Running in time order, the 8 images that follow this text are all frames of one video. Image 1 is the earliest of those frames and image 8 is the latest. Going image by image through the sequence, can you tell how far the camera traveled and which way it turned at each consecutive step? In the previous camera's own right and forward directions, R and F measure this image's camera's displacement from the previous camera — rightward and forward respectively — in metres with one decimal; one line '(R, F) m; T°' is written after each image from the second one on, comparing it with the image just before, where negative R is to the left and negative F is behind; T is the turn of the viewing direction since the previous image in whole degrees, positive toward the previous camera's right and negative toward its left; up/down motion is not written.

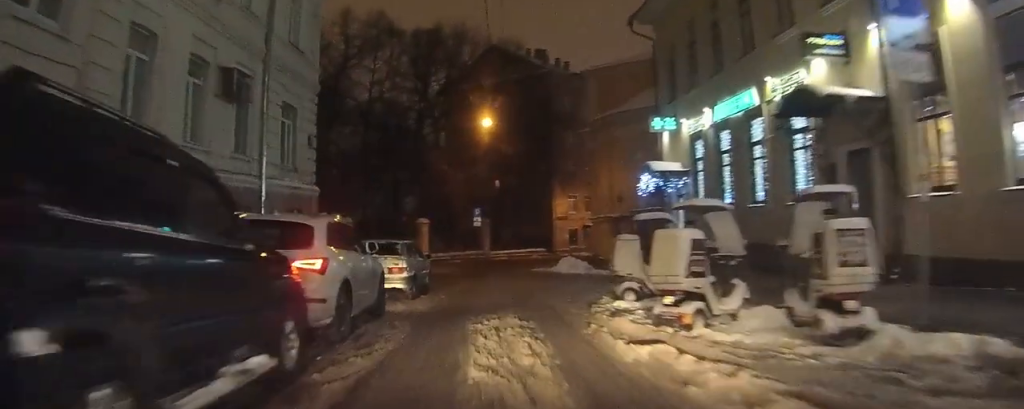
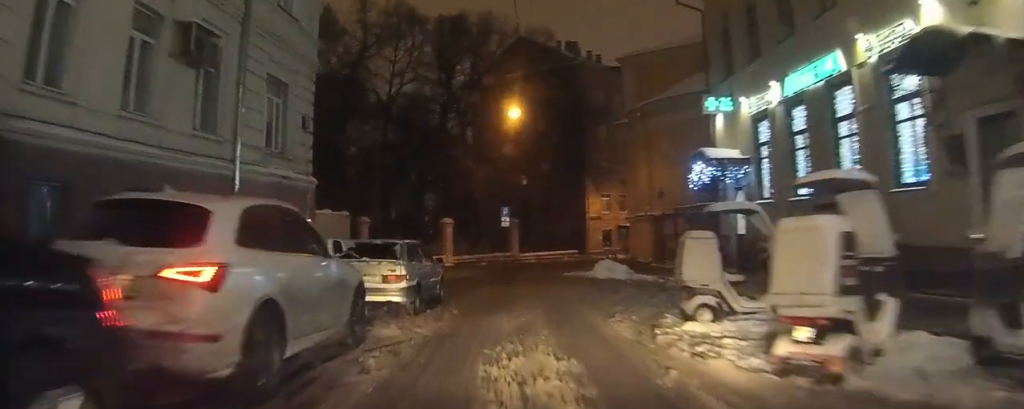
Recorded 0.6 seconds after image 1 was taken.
(-0.1, +2.3) m; -7°
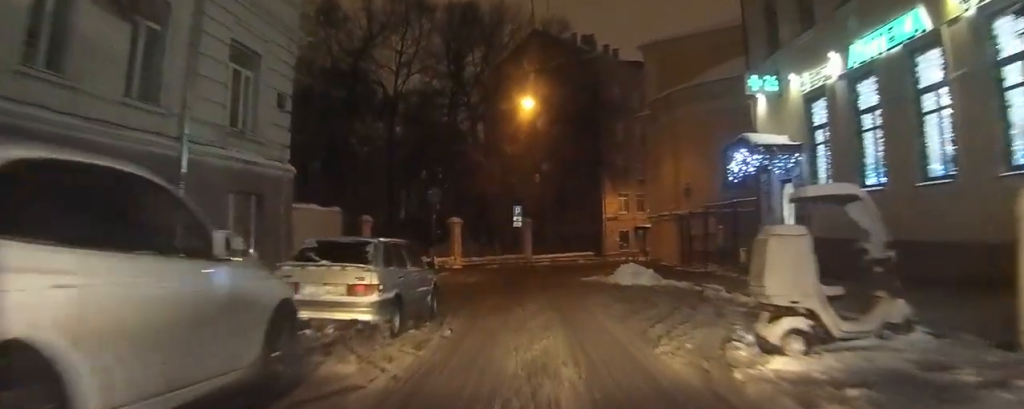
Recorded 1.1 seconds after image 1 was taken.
(+0.1, +2.0) m; -7°
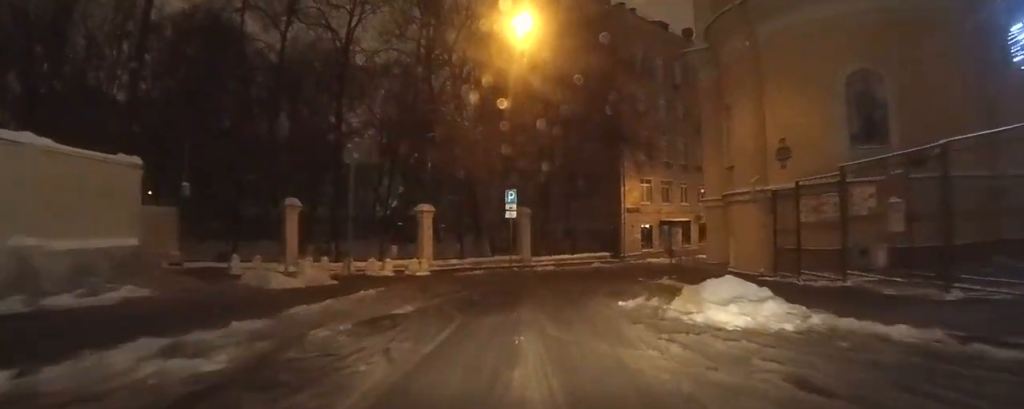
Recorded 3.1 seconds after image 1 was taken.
(-3.6, +9.3) m; -31°
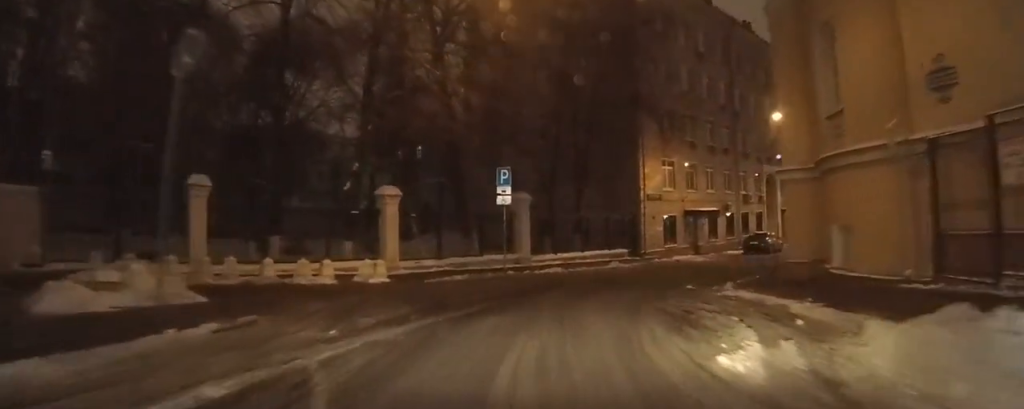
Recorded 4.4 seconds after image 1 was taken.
(+0.1, +7.6) m; +3°
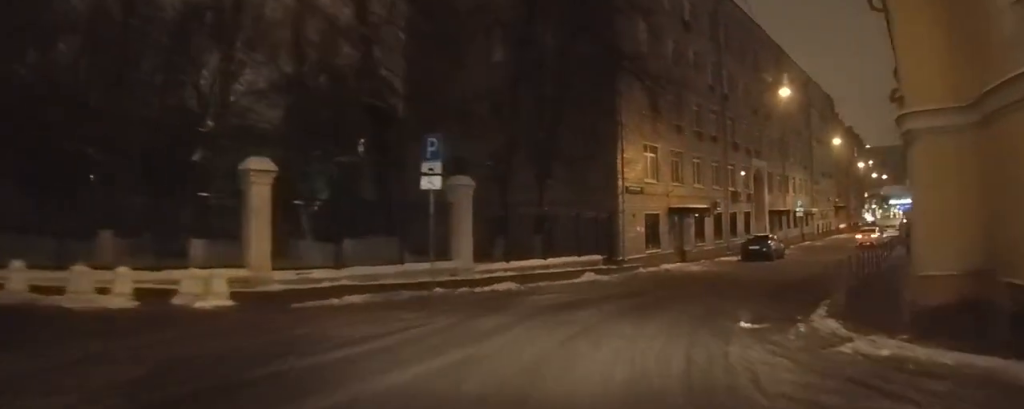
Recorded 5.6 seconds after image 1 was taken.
(+0.5, +7.0) m; +14°
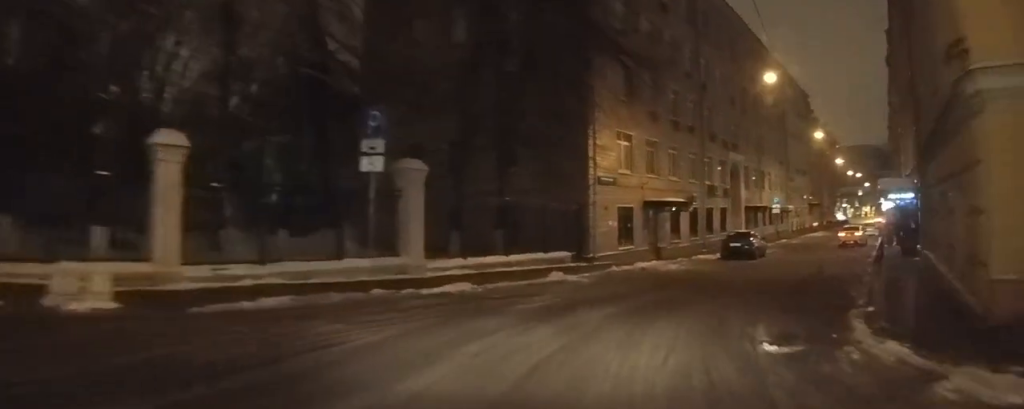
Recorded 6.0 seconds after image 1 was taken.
(-0.1, +2.2) m; +7°
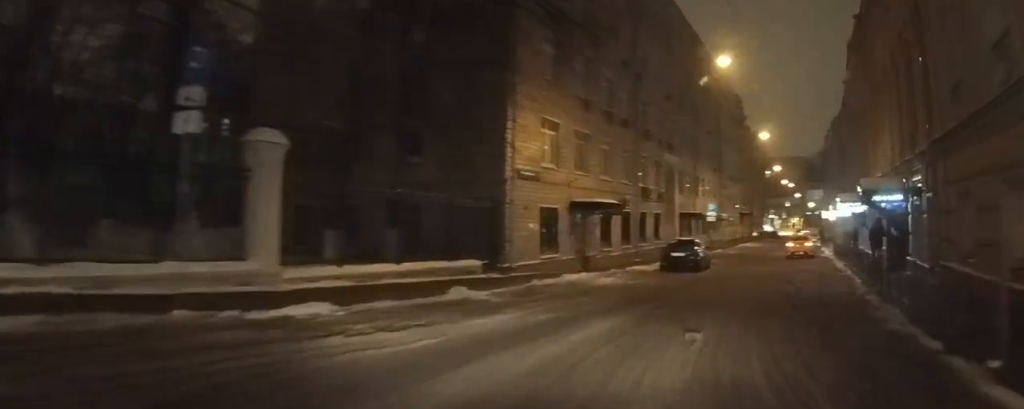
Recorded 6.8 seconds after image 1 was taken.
(+0.7, +4.0) m; +10°
